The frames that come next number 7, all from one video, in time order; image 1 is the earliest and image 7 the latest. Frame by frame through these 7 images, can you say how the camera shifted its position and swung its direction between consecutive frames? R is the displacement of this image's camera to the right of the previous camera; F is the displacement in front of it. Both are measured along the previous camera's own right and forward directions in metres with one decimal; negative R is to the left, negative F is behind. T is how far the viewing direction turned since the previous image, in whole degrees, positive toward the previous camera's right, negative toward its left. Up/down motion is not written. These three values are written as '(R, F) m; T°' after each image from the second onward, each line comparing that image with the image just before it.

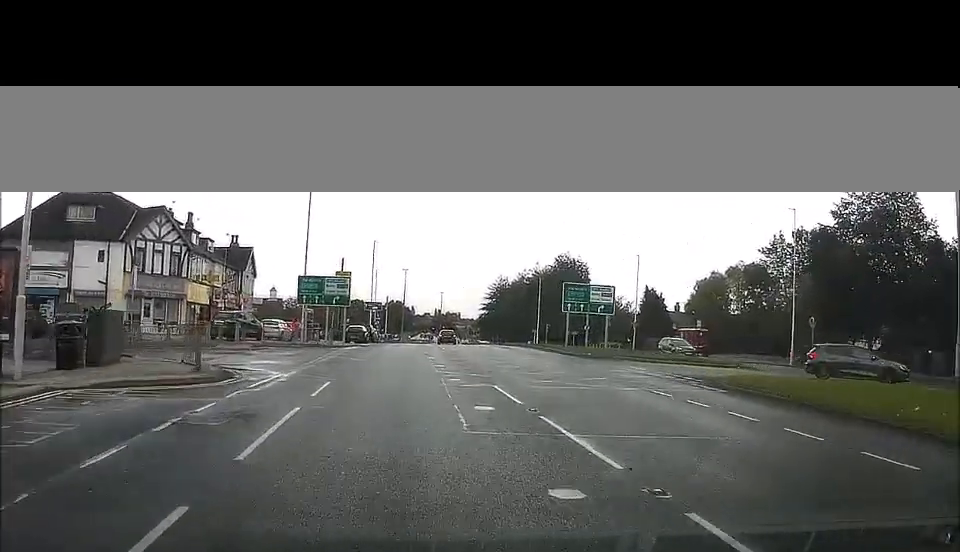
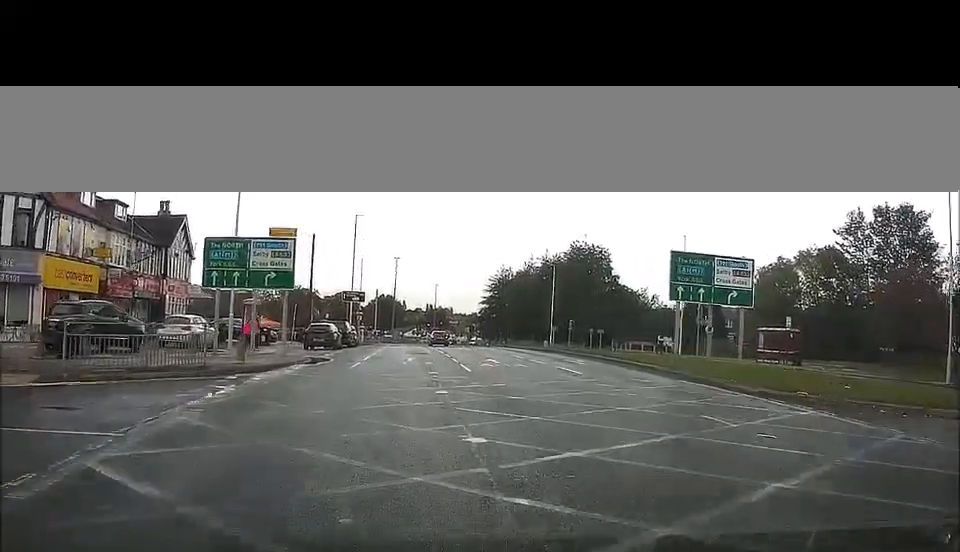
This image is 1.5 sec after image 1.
(-0.2, +21.8) m; -1°
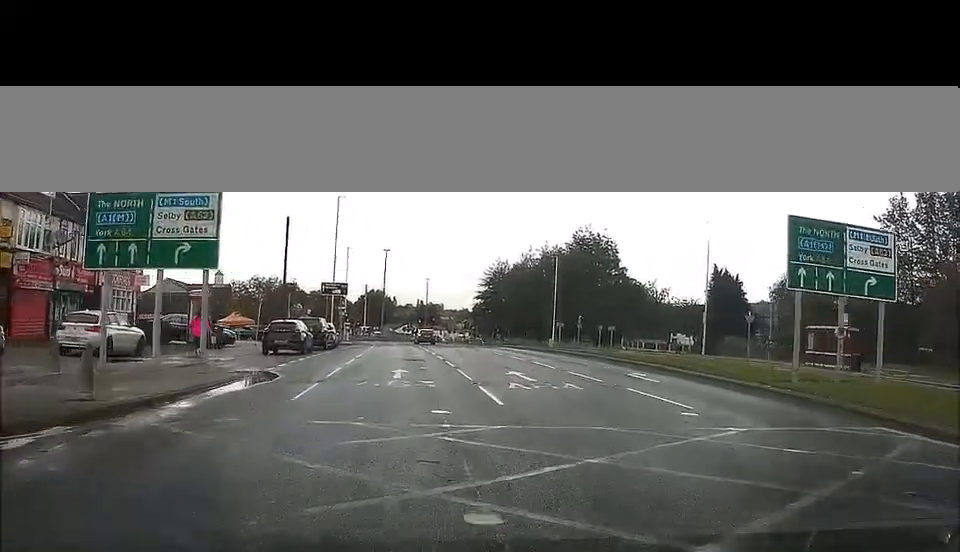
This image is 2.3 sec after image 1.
(-0.1, +10.0) m; -1°
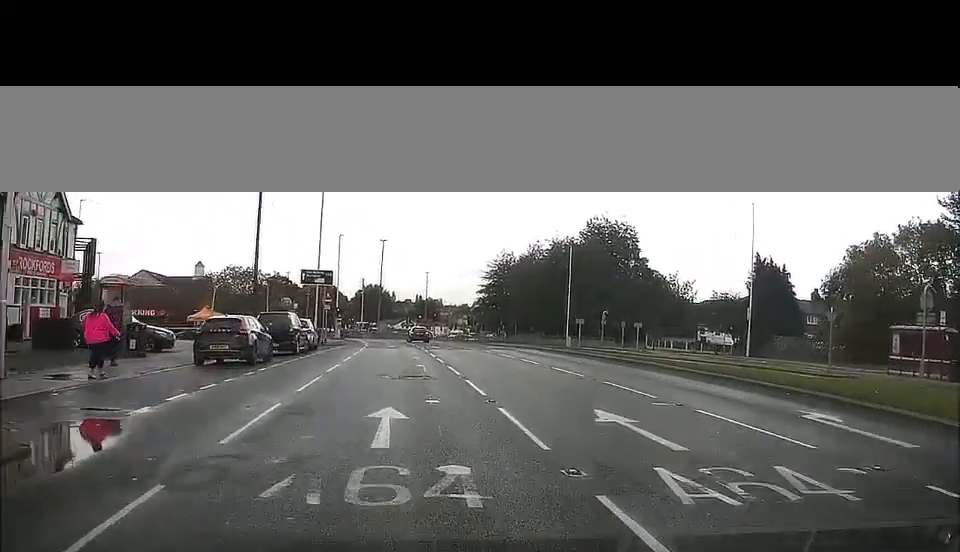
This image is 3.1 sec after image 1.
(-0.1, +10.7) m; +1°
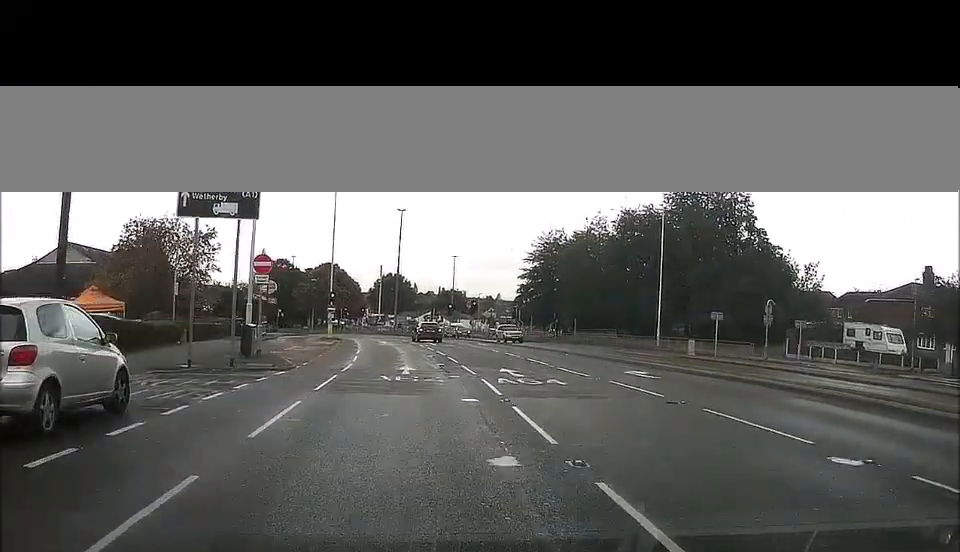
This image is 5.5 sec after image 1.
(-0.2, +29.8) m; -1°
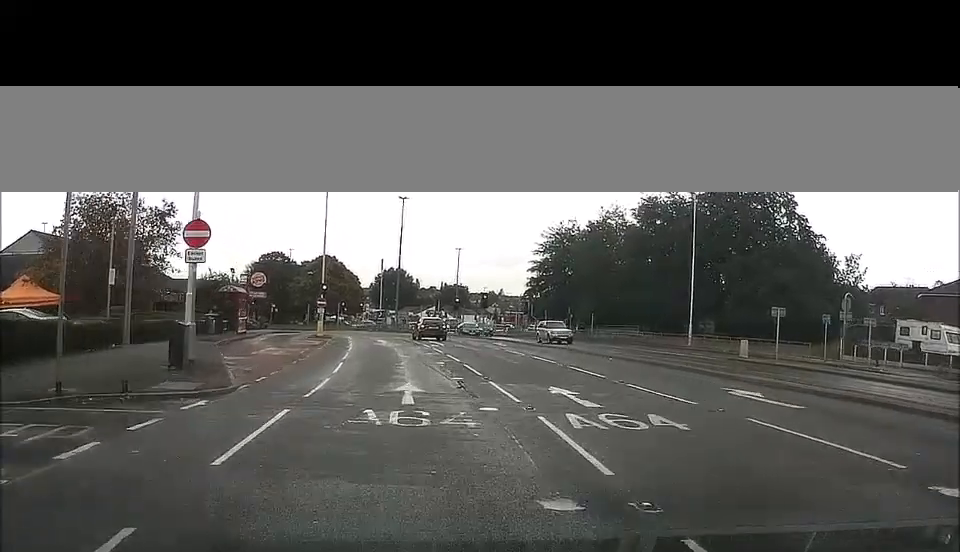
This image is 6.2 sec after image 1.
(+0.3, +7.8) m; -1°
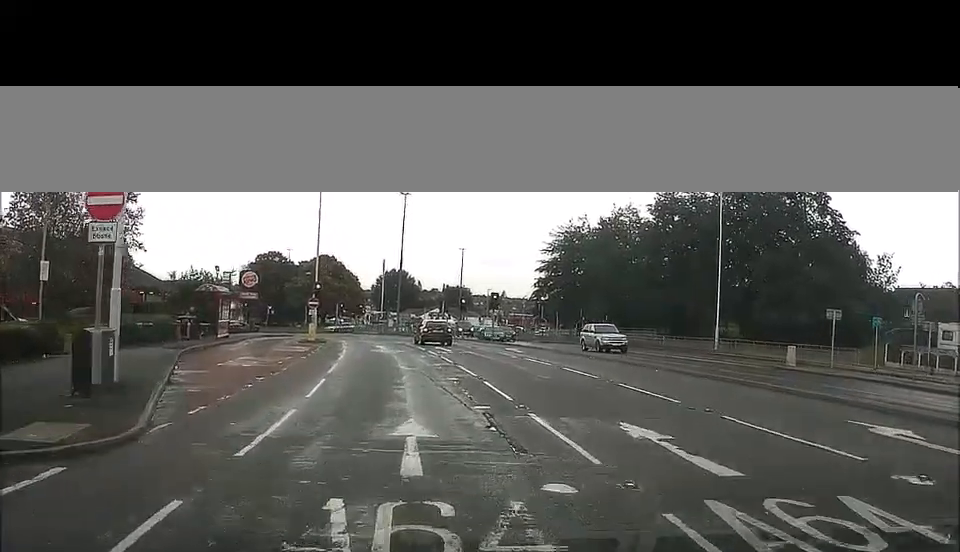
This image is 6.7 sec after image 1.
(-0.1, +5.3) m; -1°
